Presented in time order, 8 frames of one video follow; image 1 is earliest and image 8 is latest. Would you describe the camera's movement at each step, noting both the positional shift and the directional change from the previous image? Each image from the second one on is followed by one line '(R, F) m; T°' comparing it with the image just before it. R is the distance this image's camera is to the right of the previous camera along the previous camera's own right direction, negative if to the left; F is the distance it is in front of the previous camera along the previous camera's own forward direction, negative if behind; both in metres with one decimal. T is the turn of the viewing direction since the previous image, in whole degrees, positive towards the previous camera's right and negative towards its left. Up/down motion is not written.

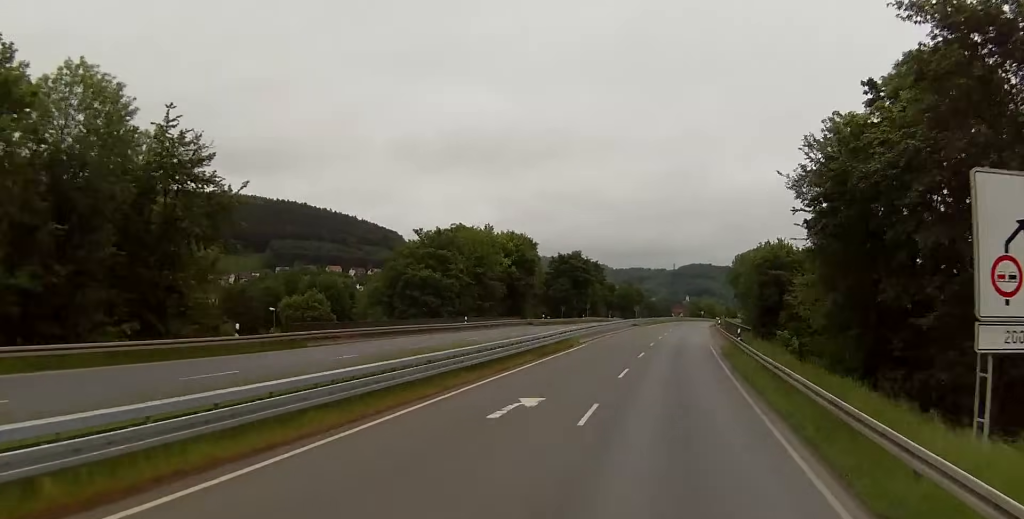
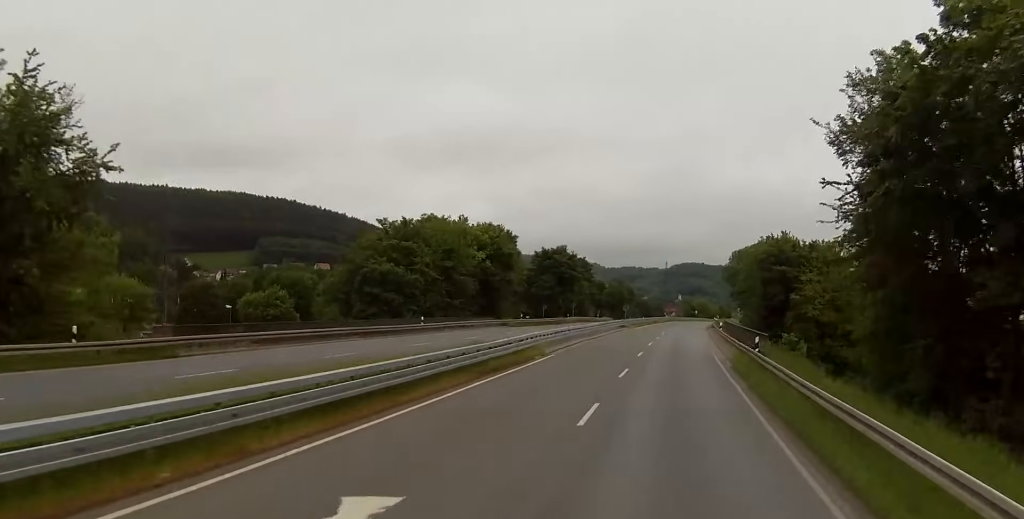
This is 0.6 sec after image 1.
(+0.1, +11.7) m; 0°
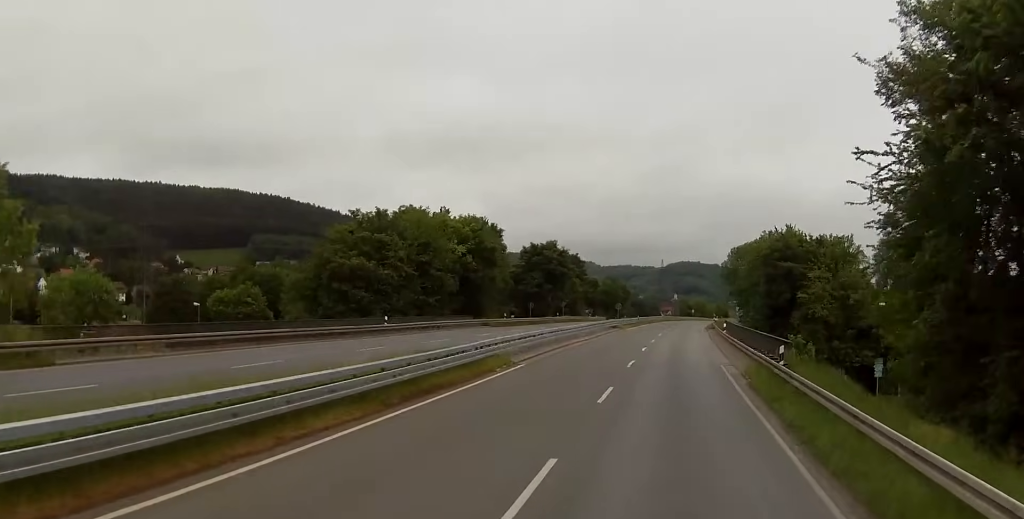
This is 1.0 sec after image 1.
(0.0, +7.8) m; 0°
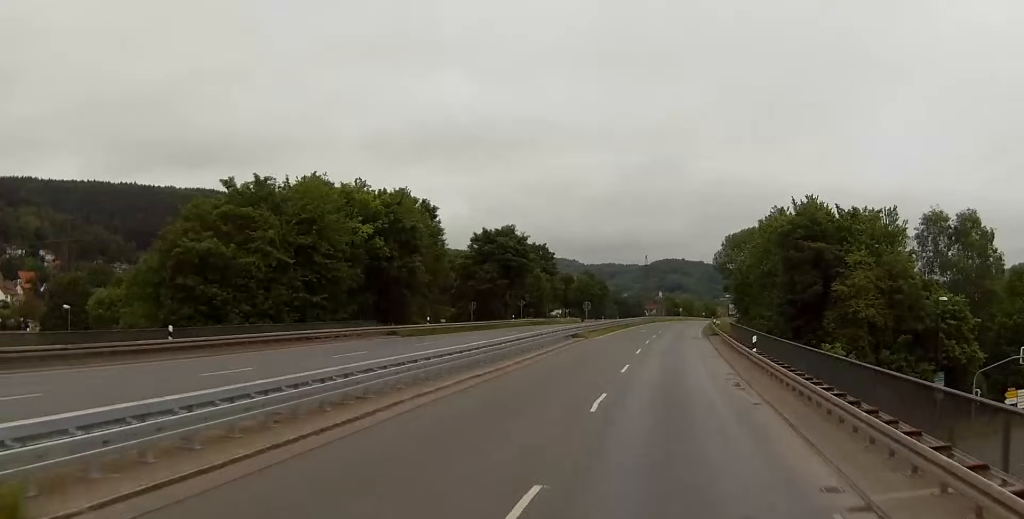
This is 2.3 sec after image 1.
(0.0, +25.6) m; 0°
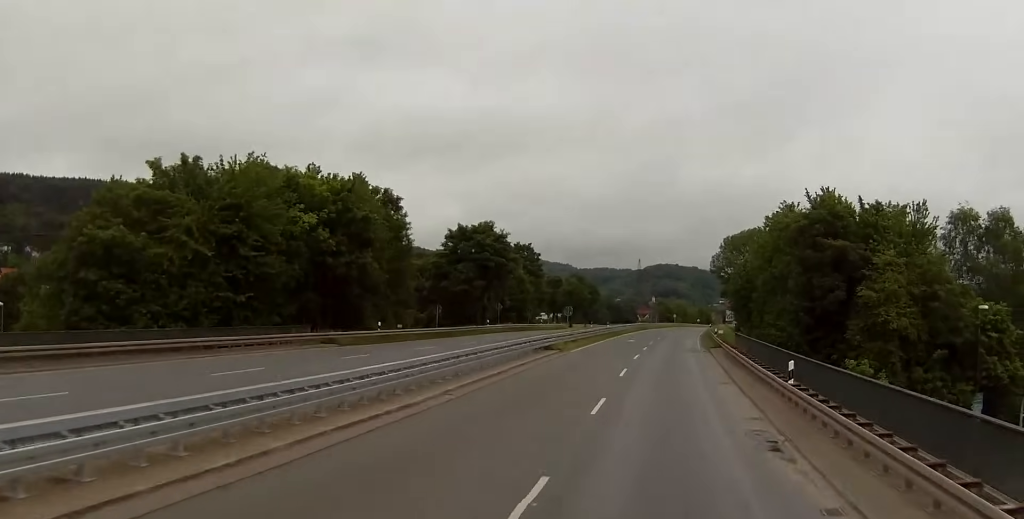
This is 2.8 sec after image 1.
(0.0, +10.6) m; 0°
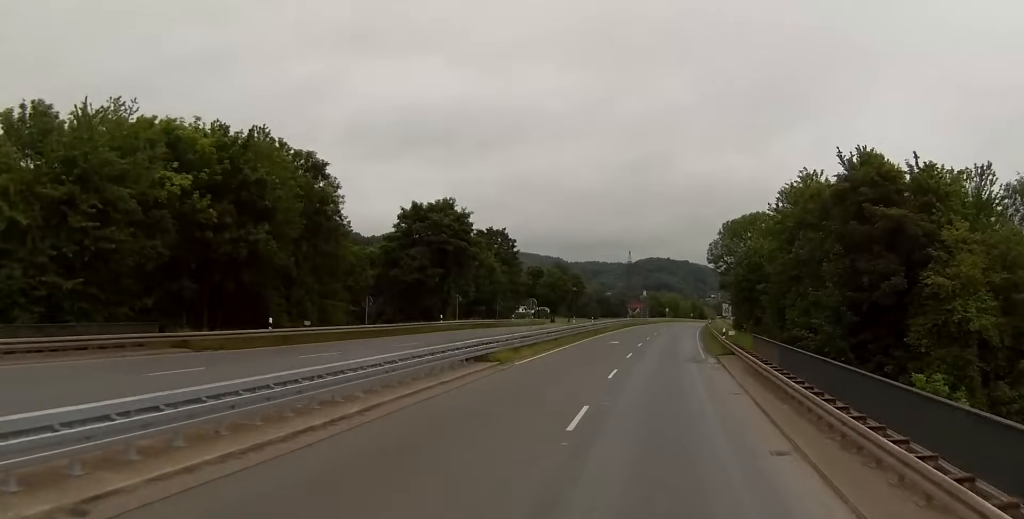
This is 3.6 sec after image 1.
(0.0, +15.9) m; +1°
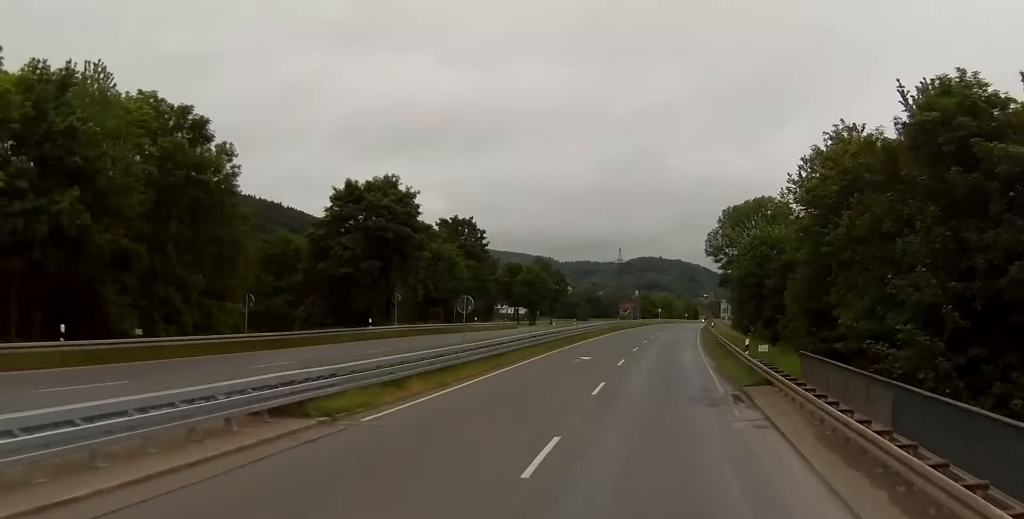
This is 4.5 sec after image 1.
(+0.2, +16.5) m; +1°
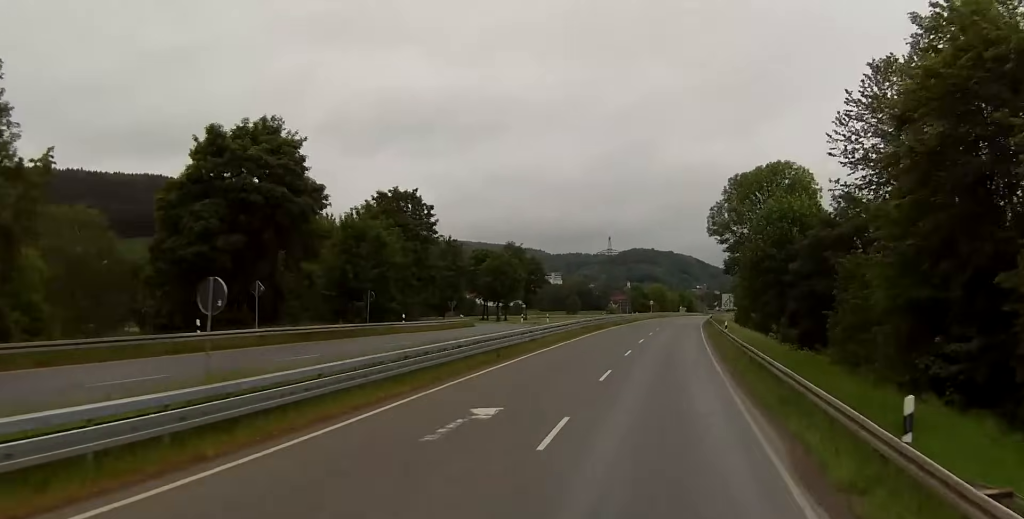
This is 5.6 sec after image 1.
(+0.3, +21.7) m; +1°
